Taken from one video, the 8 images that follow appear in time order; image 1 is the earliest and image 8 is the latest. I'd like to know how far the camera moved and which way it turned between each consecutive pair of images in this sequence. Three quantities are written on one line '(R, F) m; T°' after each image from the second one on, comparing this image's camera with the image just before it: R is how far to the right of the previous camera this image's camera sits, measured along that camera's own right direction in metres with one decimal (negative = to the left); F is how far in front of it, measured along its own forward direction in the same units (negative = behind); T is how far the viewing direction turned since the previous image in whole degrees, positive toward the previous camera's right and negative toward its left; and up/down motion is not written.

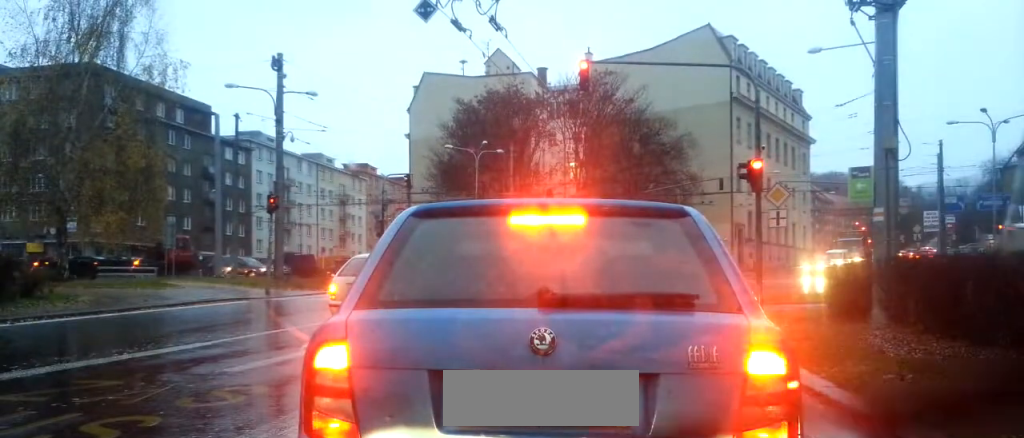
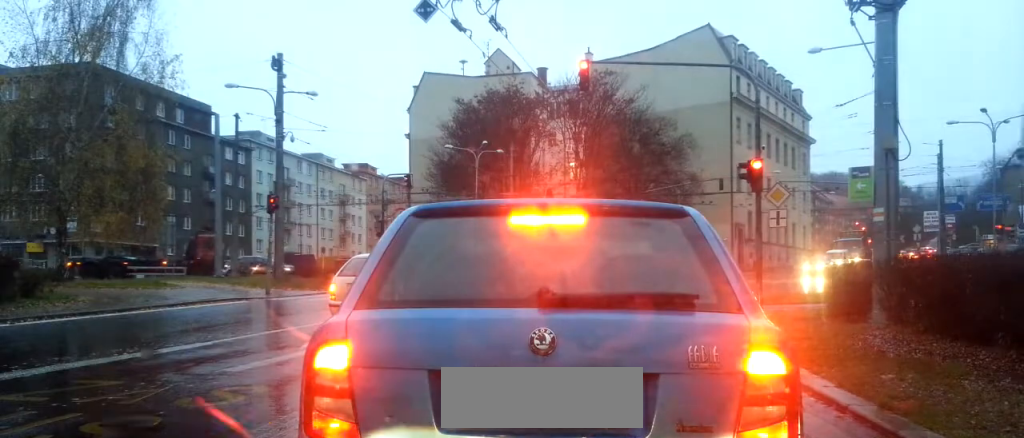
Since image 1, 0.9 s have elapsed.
(0.0, 0.0) m; 0°
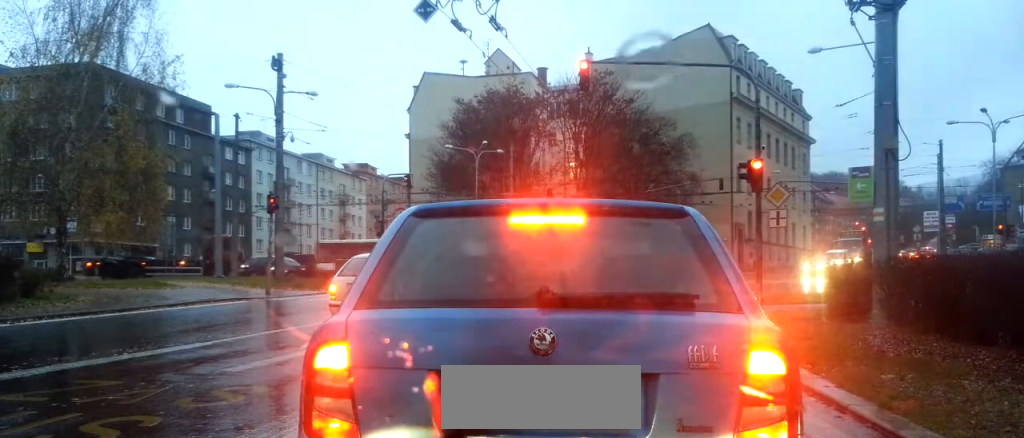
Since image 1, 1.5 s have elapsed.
(0.0, 0.0) m; 0°
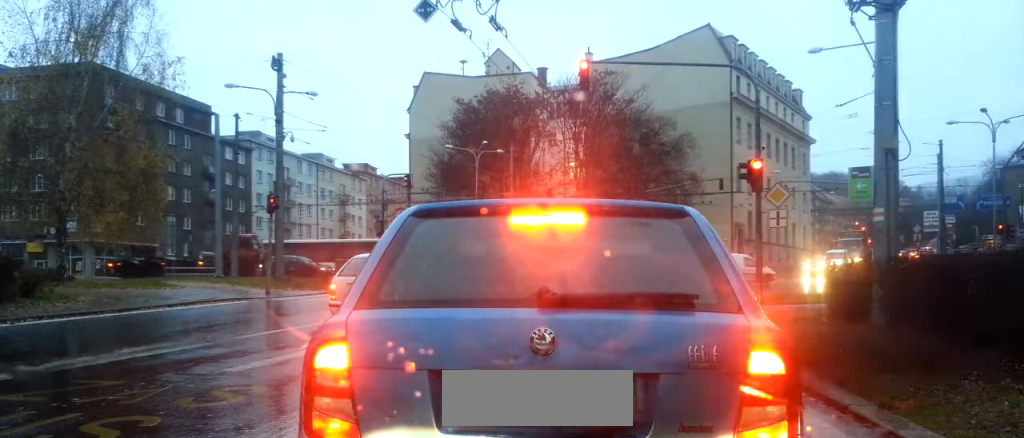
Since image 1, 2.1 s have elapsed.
(0.0, 0.0) m; 0°
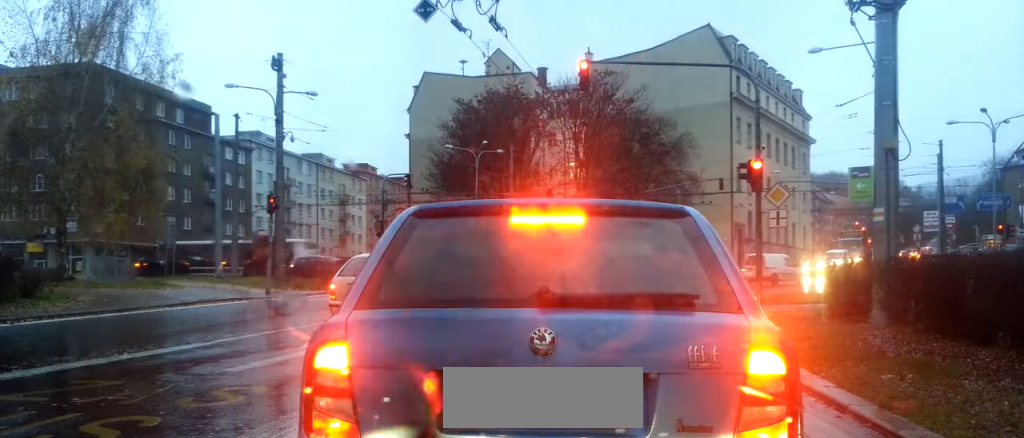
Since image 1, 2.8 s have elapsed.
(0.0, 0.0) m; 0°
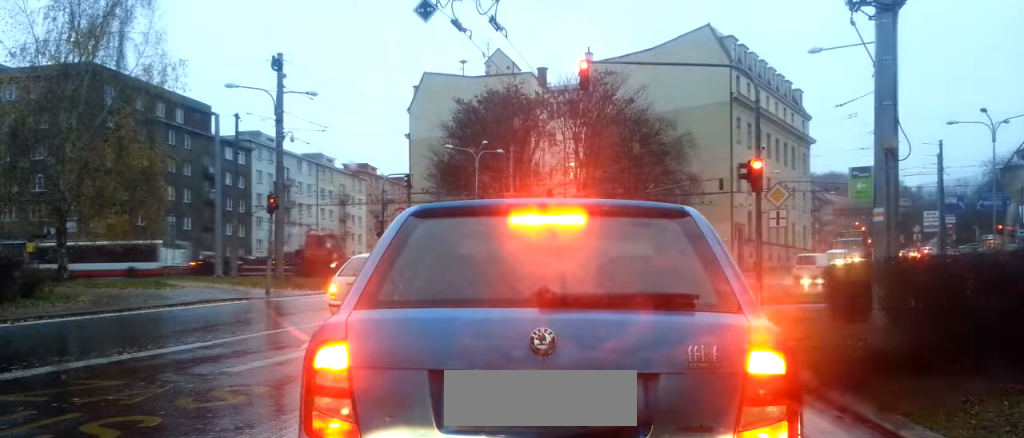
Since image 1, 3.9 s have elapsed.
(0.0, 0.0) m; 0°
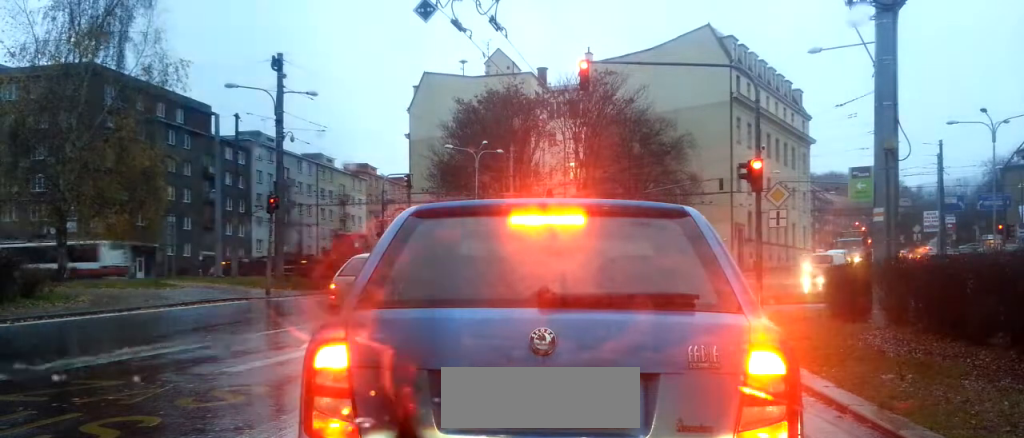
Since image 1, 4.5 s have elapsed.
(0.0, 0.0) m; 0°
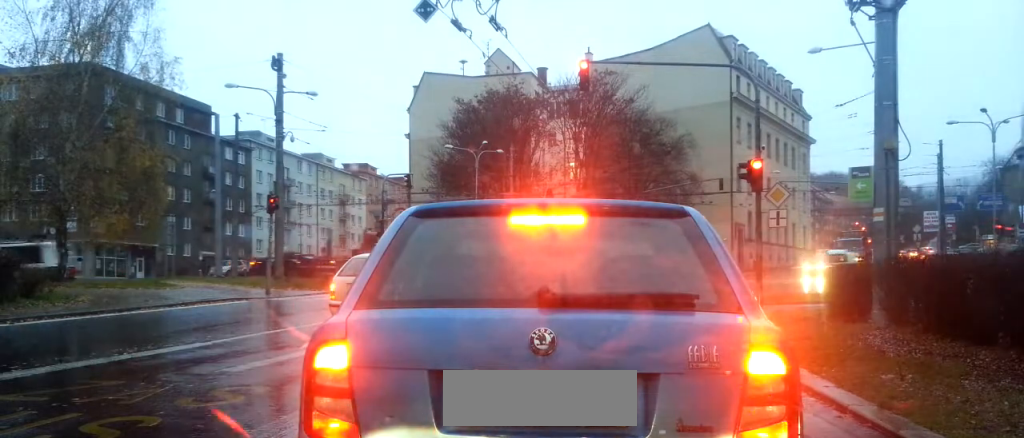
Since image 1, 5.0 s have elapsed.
(0.0, 0.0) m; 0°
